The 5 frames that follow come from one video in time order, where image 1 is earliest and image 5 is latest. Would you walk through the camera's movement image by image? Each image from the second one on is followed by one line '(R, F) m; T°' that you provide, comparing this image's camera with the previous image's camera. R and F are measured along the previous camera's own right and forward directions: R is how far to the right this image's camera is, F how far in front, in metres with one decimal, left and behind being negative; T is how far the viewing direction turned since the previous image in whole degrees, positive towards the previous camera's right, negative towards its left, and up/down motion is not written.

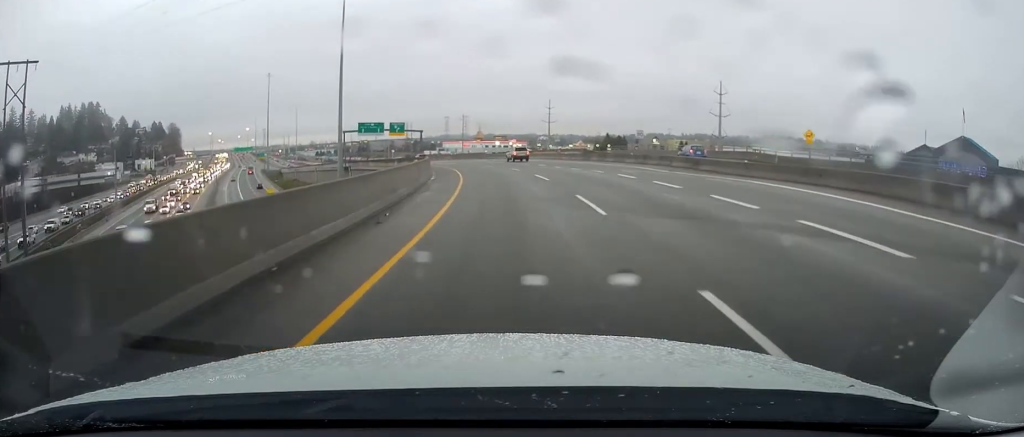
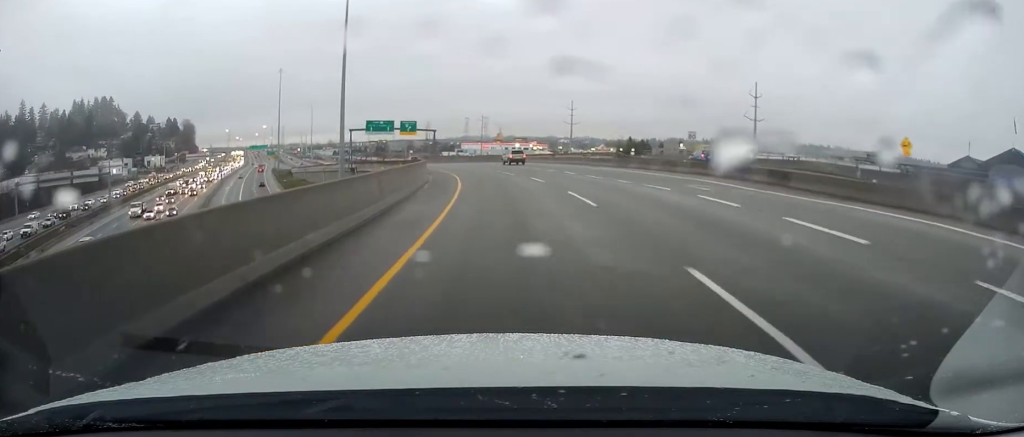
(-0.2, +11.0) m; -2°
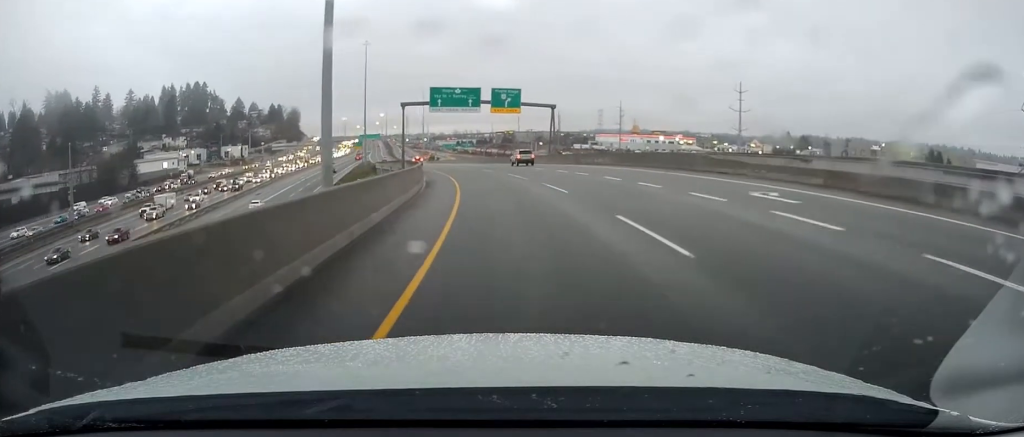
(-5.2, +57.6) m; -11°
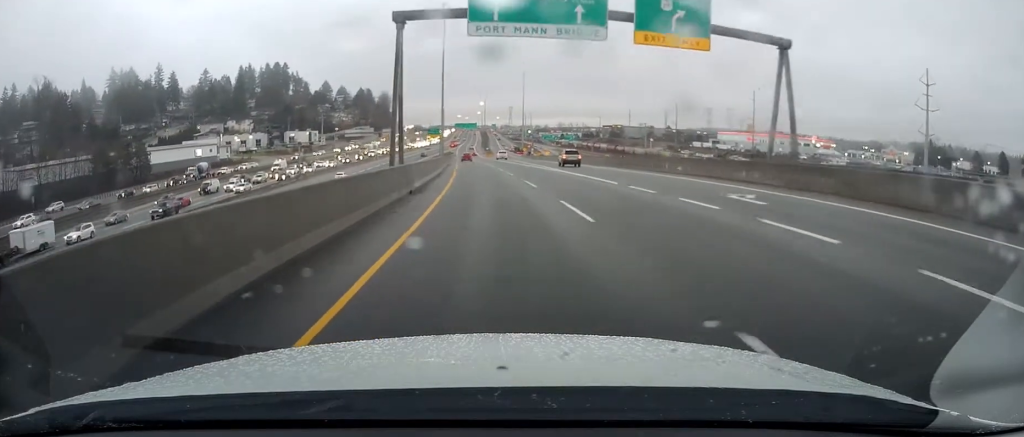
(-3.6, +47.3) m; -7°
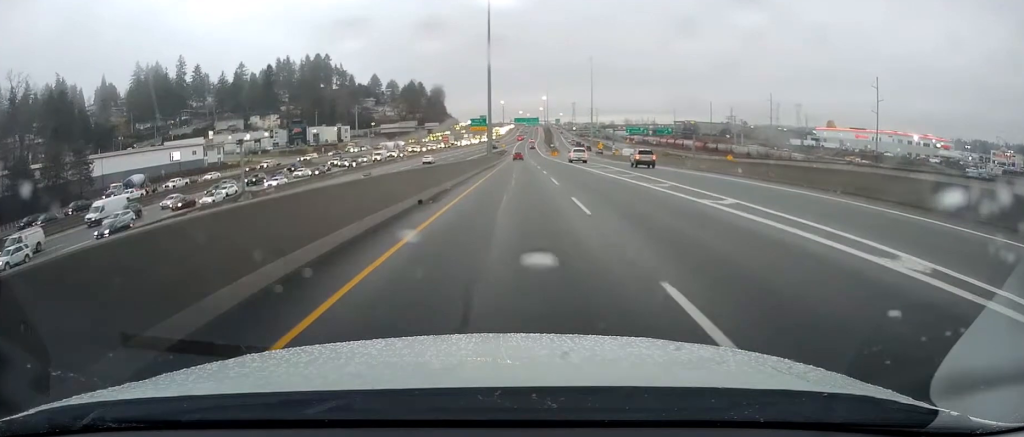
(-3.0, +49.8) m; -5°
